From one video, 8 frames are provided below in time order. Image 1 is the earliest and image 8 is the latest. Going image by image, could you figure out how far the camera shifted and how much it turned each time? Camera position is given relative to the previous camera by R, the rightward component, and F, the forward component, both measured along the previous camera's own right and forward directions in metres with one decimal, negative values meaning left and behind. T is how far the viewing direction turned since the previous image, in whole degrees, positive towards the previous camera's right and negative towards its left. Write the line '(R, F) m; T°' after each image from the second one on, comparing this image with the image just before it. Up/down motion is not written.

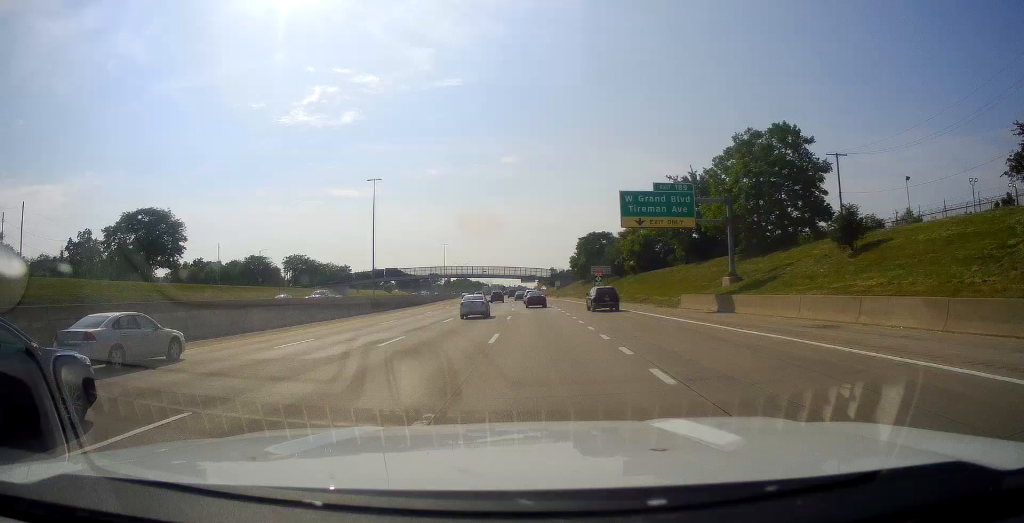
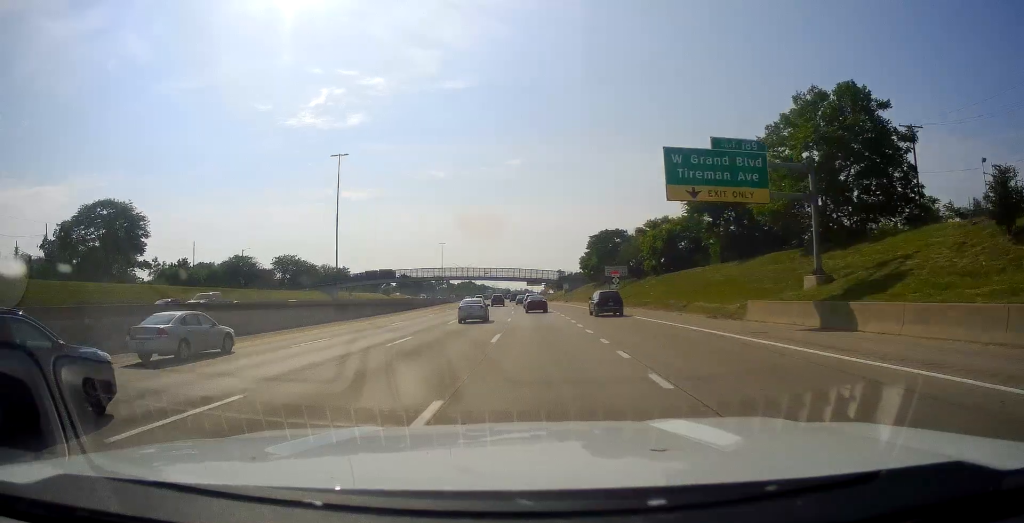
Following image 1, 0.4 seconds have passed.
(+0.3, +14.0) m; 0°
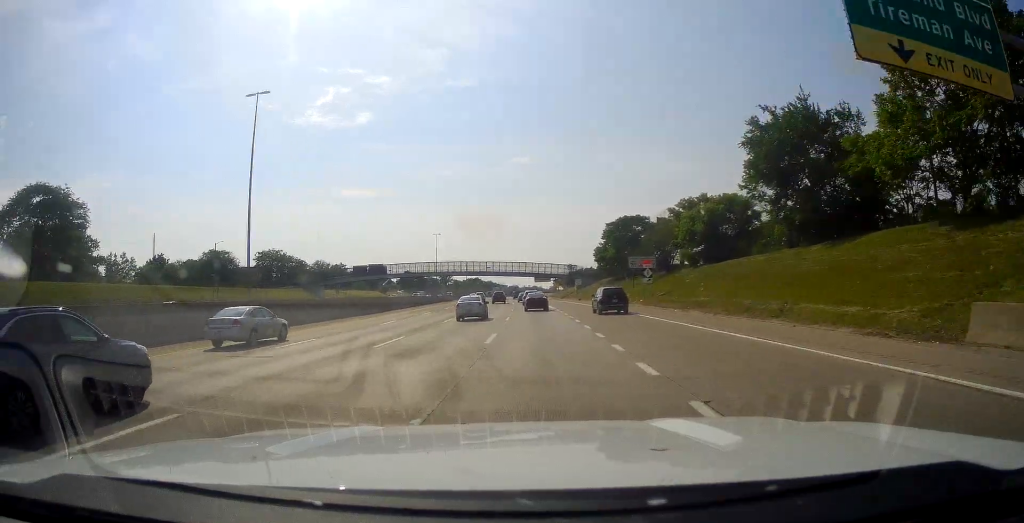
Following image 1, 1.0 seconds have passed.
(-0.2, +17.7) m; -1°
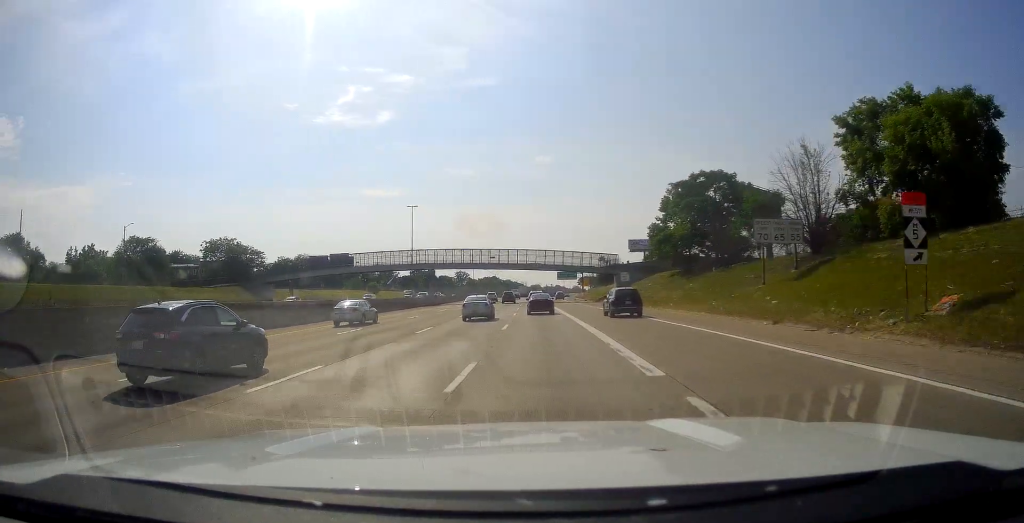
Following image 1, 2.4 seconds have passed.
(-1.6, +41.0) m; -3°
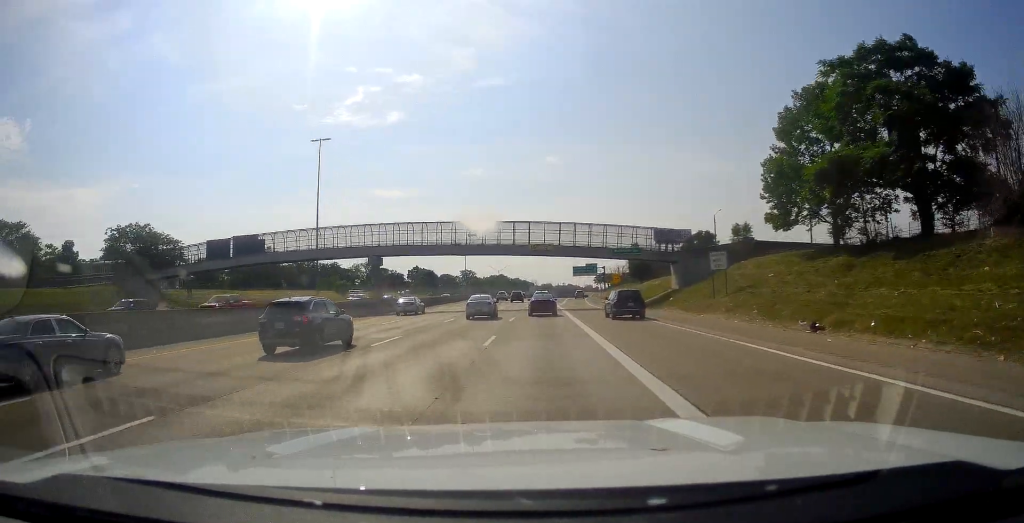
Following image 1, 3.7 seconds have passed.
(0.0, +38.3) m; -1°
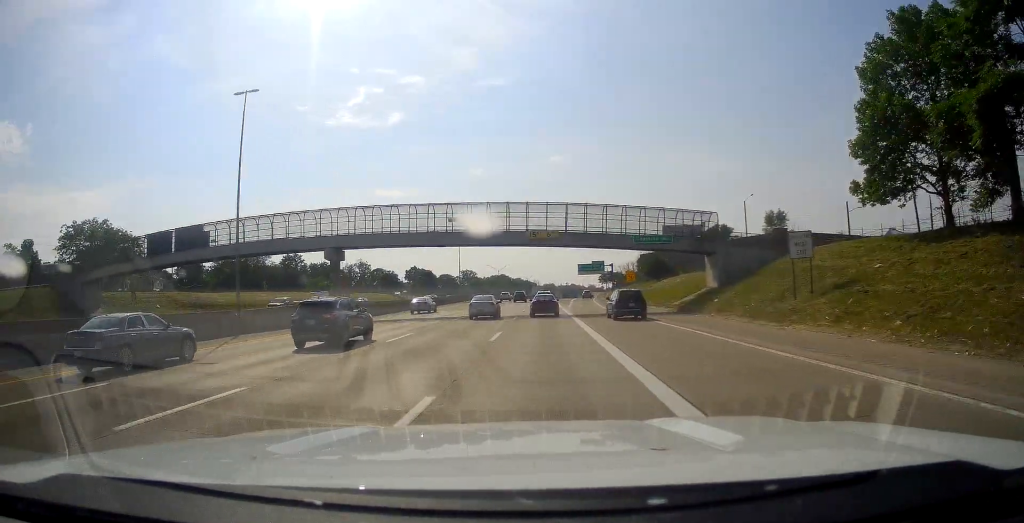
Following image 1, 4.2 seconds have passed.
(-0.2, +12.5) m; 0°
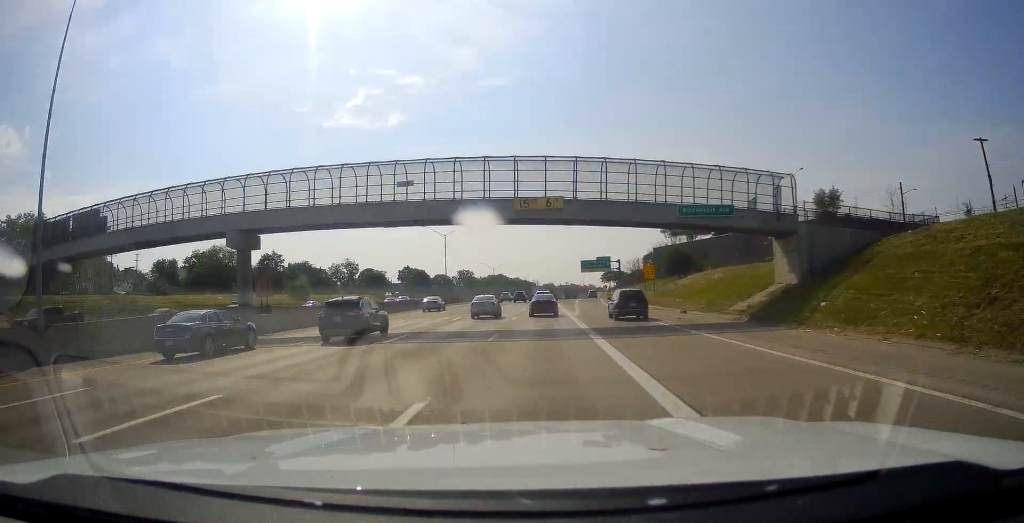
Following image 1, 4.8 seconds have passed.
(-0.1, +15.2) m; 0°
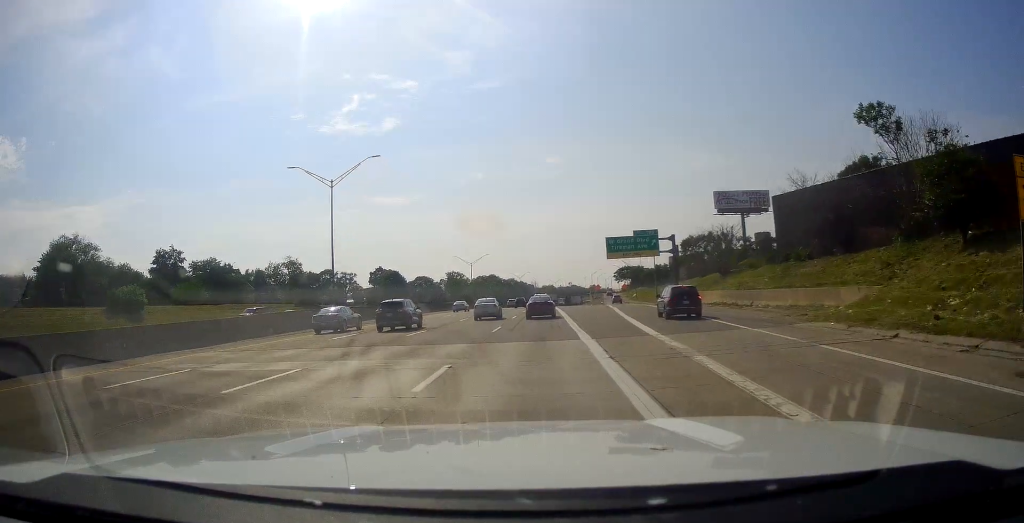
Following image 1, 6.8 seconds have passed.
(-0.1, +54.8) m; -1°
